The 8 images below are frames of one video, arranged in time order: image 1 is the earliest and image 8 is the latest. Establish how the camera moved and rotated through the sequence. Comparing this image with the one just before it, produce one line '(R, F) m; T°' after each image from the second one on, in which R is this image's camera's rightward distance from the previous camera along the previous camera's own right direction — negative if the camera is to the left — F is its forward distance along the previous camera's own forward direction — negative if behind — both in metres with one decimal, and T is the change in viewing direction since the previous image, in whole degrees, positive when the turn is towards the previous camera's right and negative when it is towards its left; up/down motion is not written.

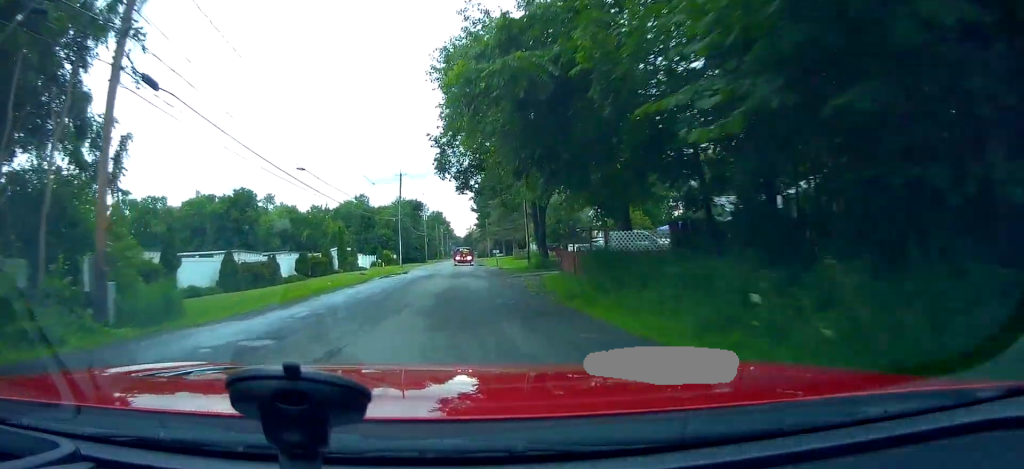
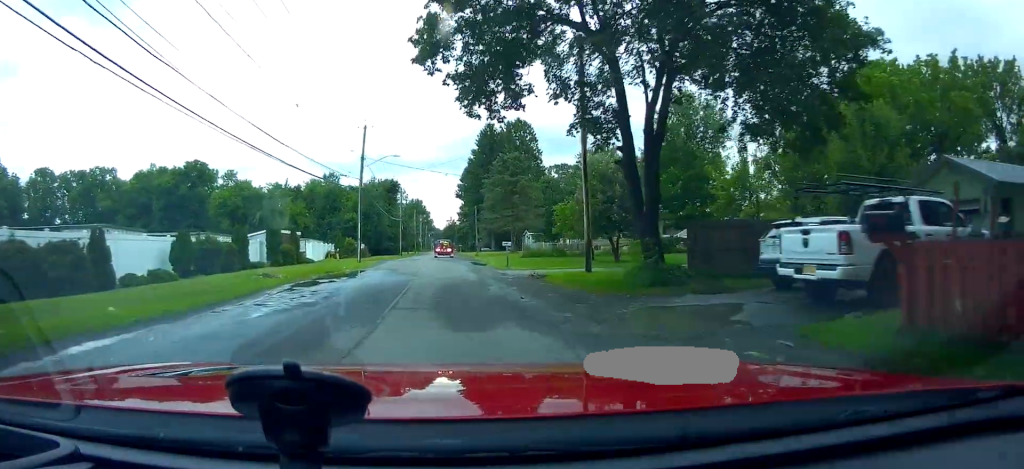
(+1.4, +19.9) m; +5°
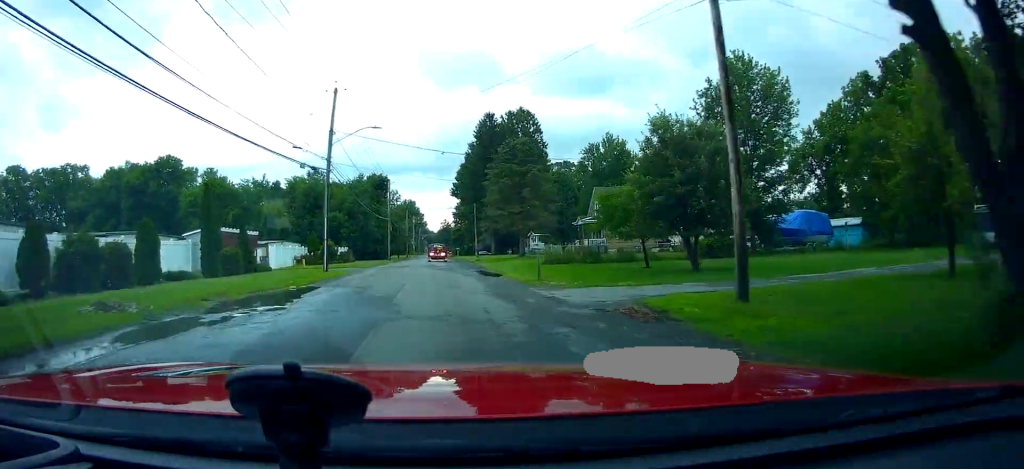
(-0.4, +11.1) m; 0°
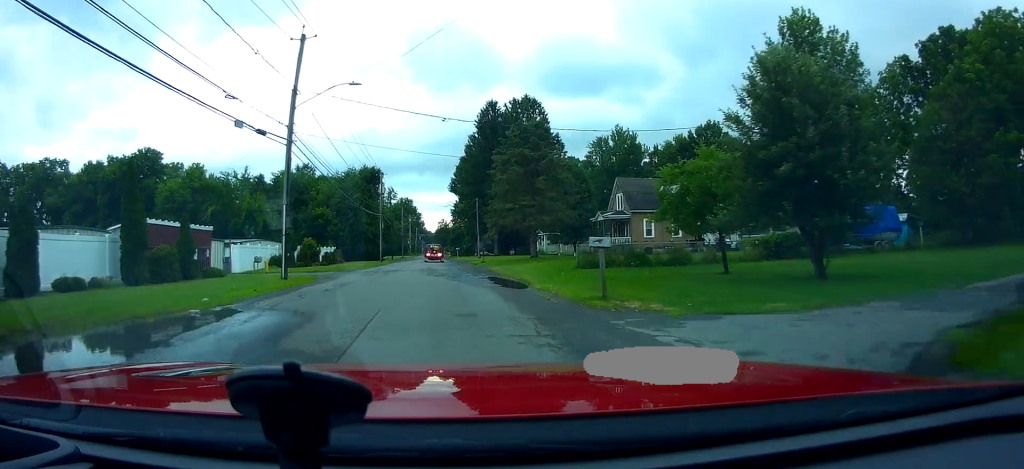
(+0.4, +8.4) m; +1°
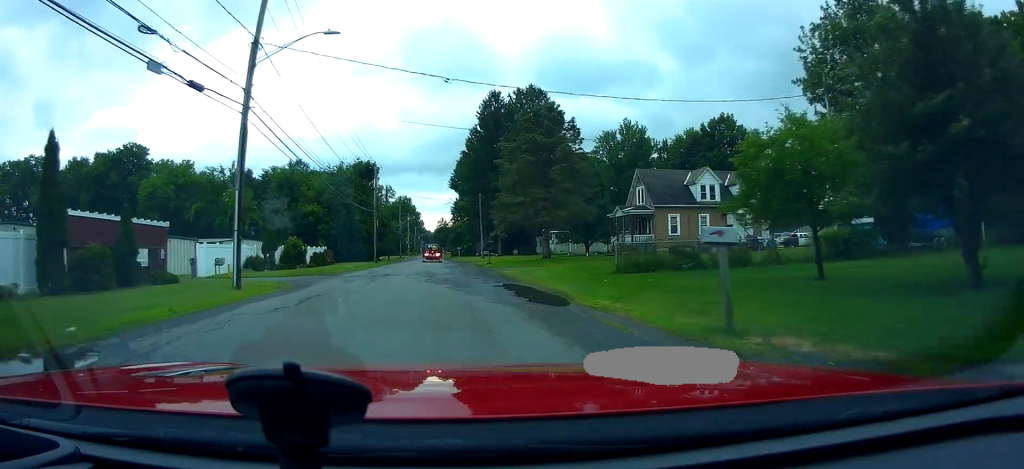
(+0.1, +5.7) m; +1°
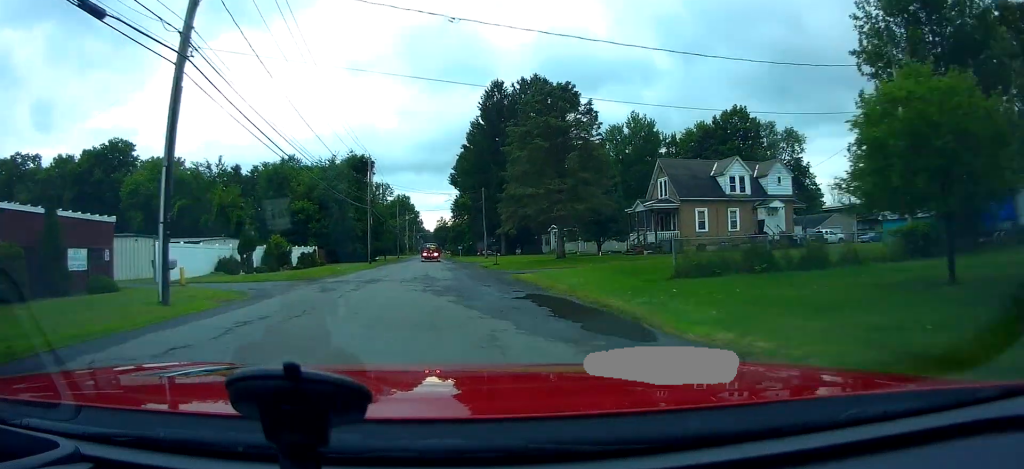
(-0.2, +5.1) m; +1°
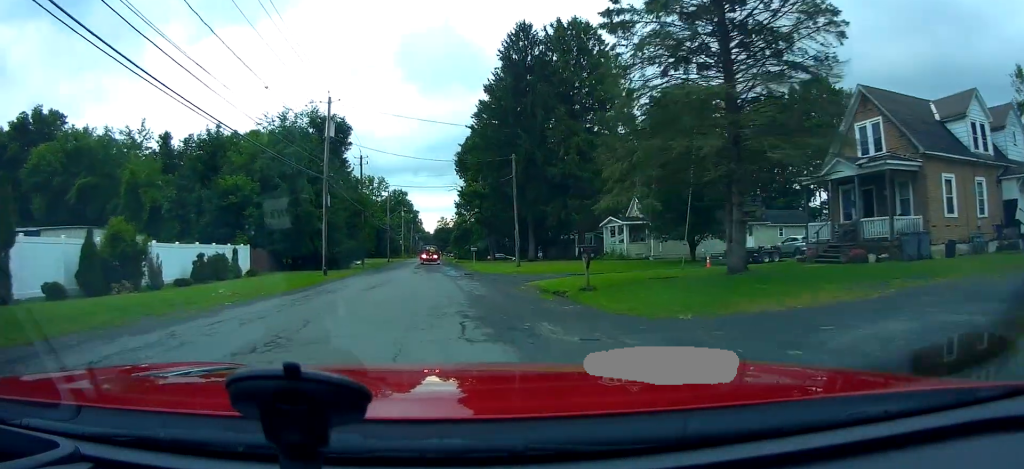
(+0.1, +23.3) m; -2°
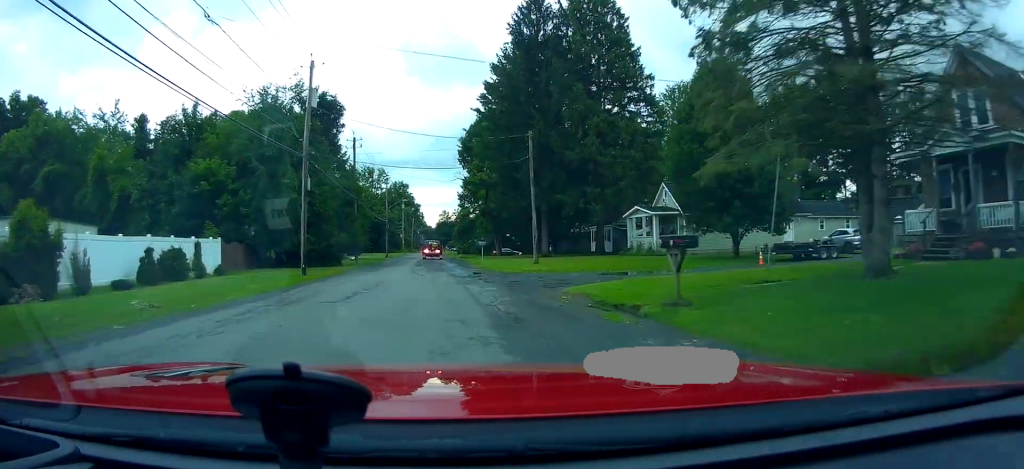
(-0.1, +5.9) m; 0°
